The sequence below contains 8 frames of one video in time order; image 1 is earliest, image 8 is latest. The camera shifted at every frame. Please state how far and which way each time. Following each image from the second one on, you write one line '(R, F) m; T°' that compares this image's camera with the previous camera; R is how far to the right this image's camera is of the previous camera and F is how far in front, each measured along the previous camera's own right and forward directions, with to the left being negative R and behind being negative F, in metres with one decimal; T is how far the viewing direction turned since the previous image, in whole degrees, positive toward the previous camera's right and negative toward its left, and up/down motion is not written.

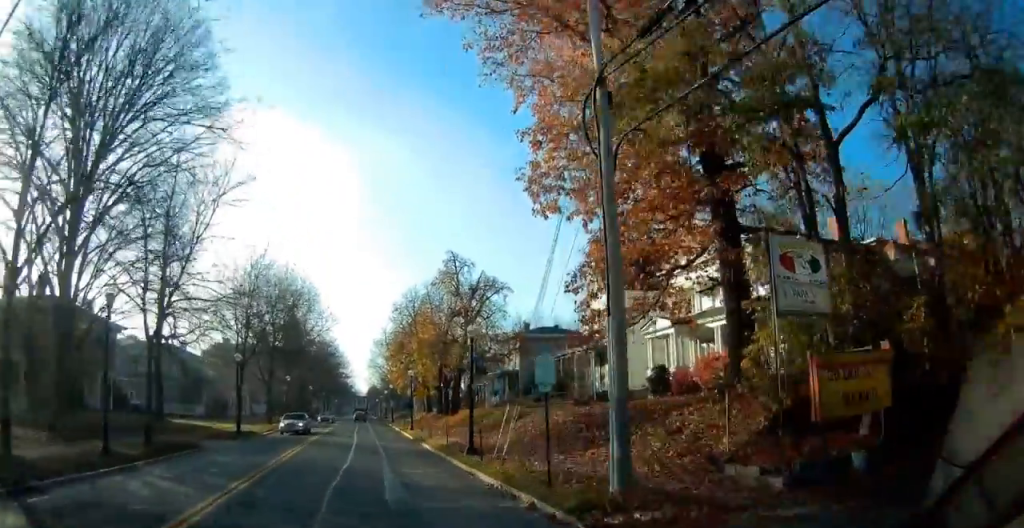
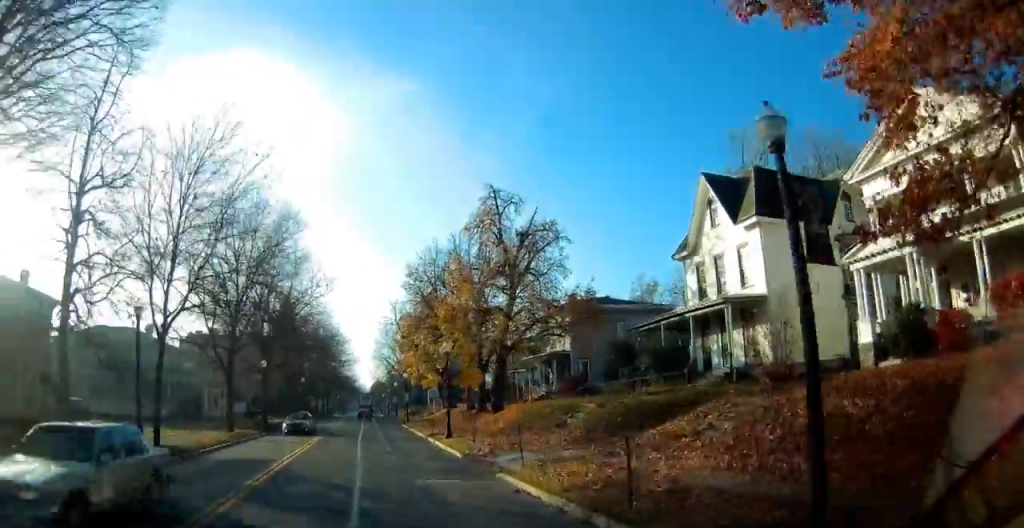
(0.0, +16.6) m; 0°
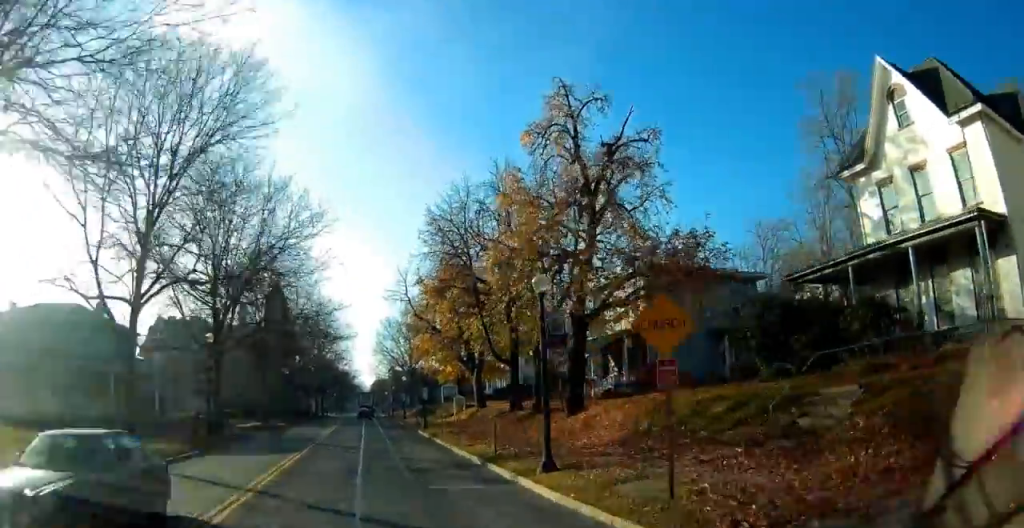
(0.0, +15.4) m; 0°
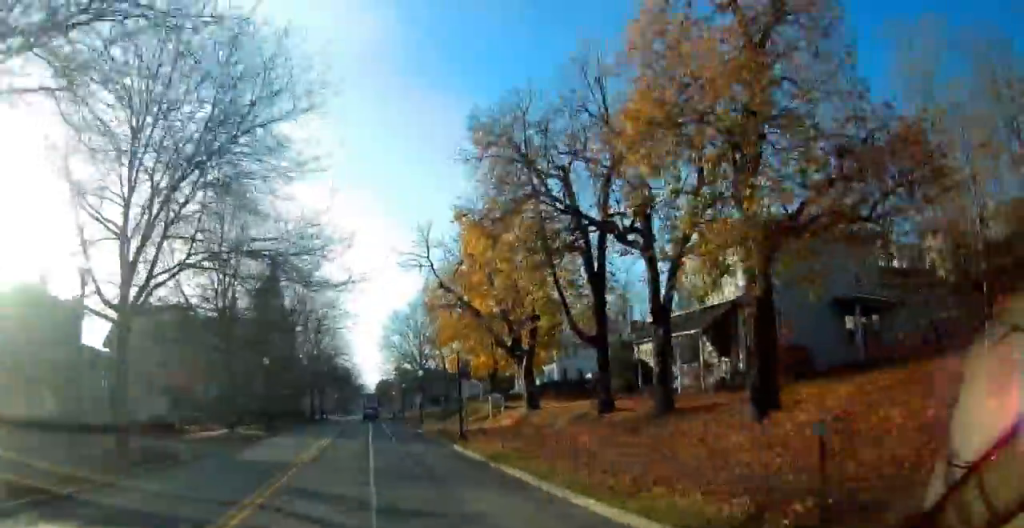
(-0.1, +13.5) m; -1°
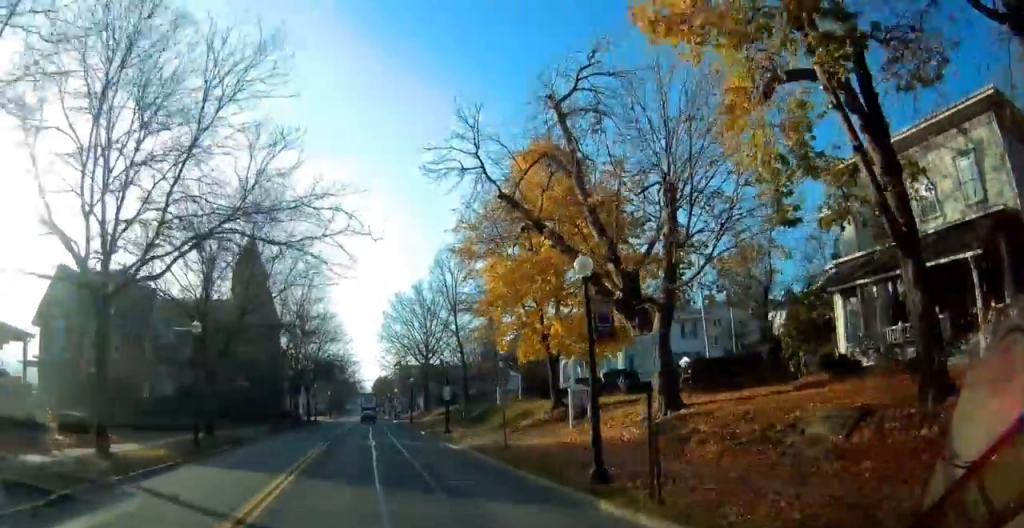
(-0.2, +16.8) m; 0°
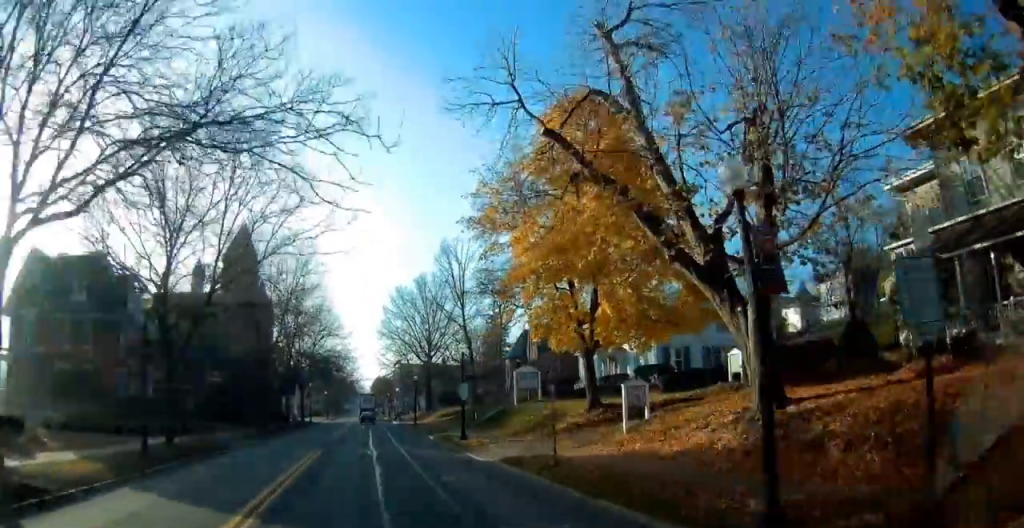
(0.0, +5.7) m; +1°
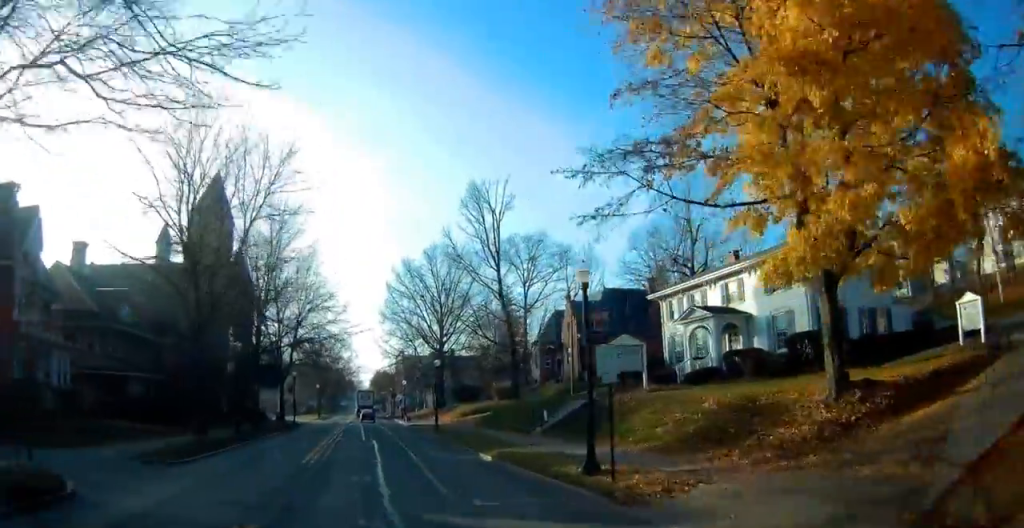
(+0.3, +16.3) m; +1°
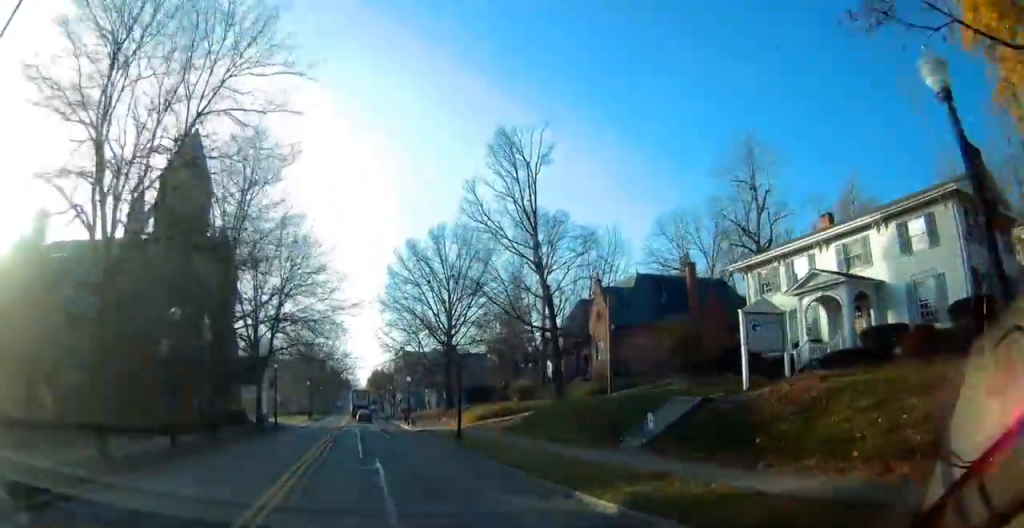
(-0.1, +10.2) m; 0°
